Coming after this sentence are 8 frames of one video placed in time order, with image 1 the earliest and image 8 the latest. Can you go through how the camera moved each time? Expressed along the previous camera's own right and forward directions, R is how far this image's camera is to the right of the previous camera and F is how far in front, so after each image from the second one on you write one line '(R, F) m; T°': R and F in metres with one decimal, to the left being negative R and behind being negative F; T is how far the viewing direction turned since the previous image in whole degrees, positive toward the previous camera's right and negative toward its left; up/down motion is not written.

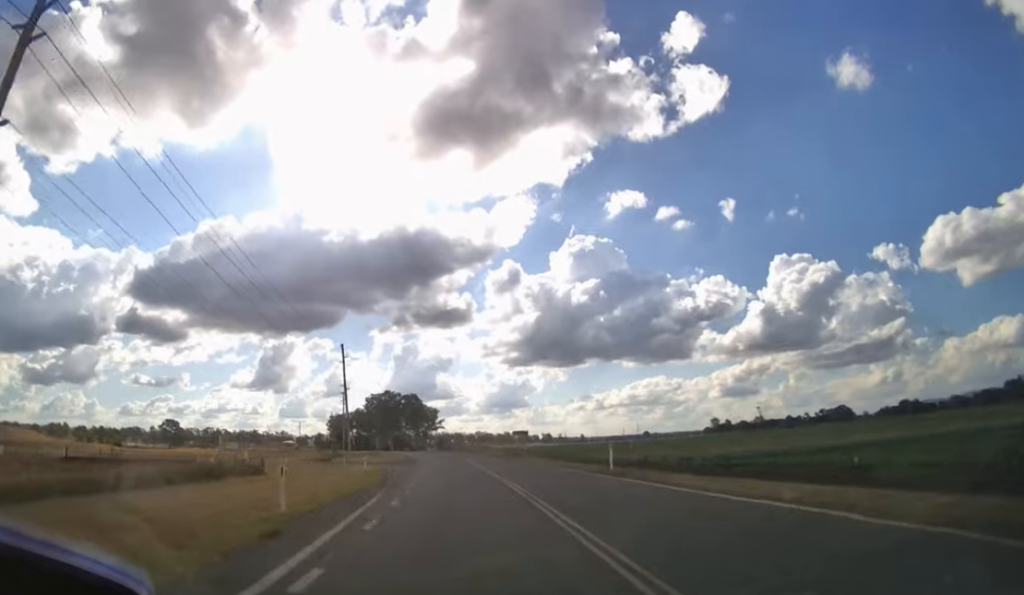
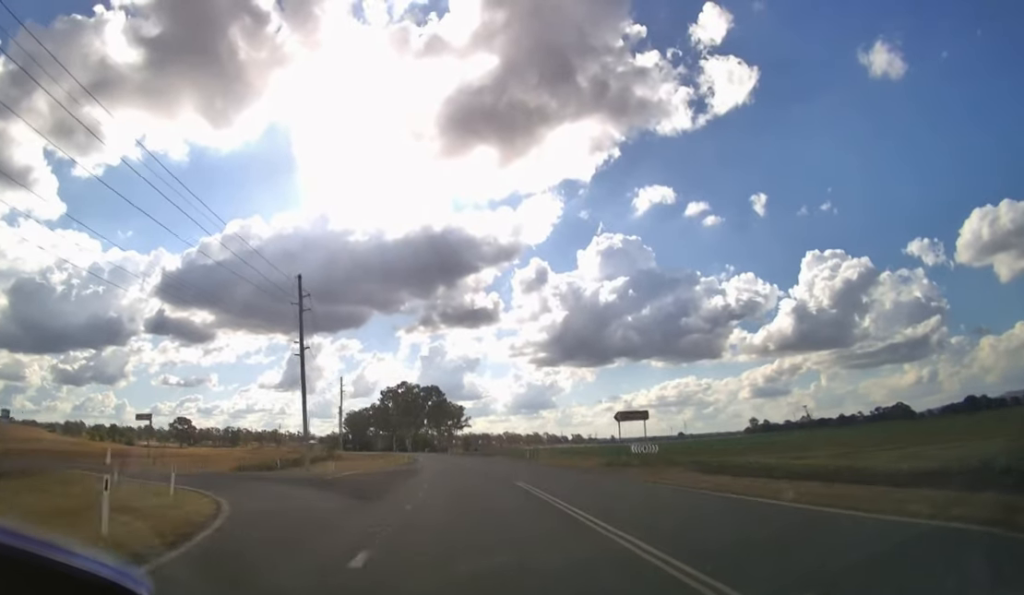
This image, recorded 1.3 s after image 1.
(-0.7, +24.8) m; -3°
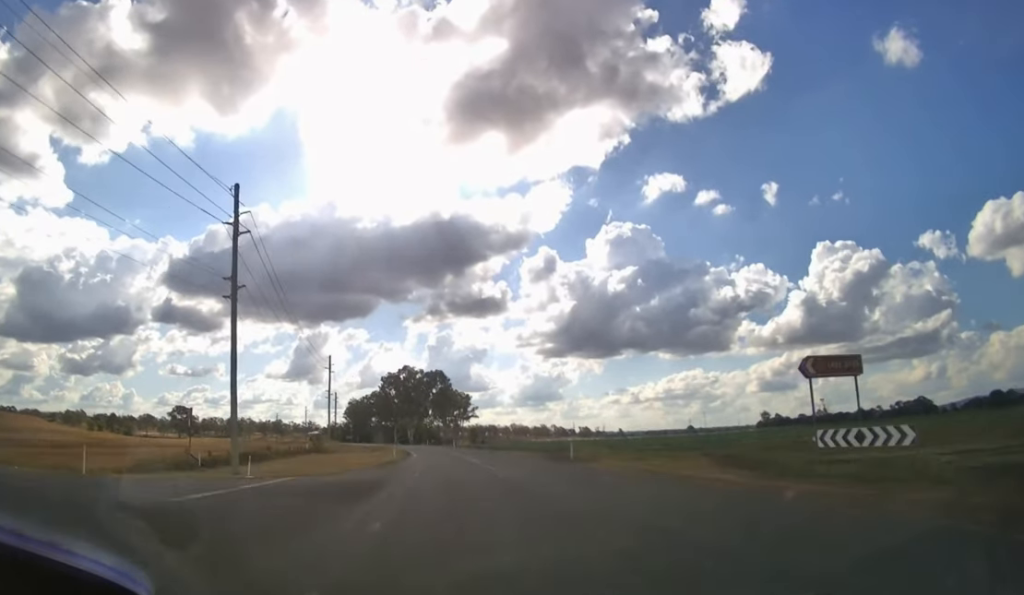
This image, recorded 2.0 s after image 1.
(-0.1, +13.8) m; -1°
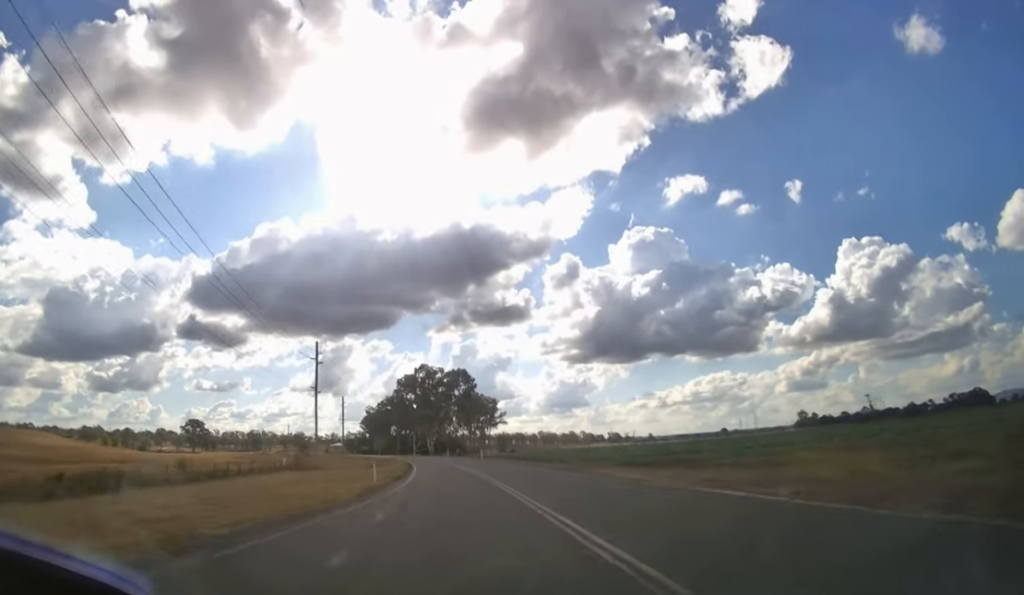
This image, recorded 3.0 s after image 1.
(-0.4, +22.1) m; -3°
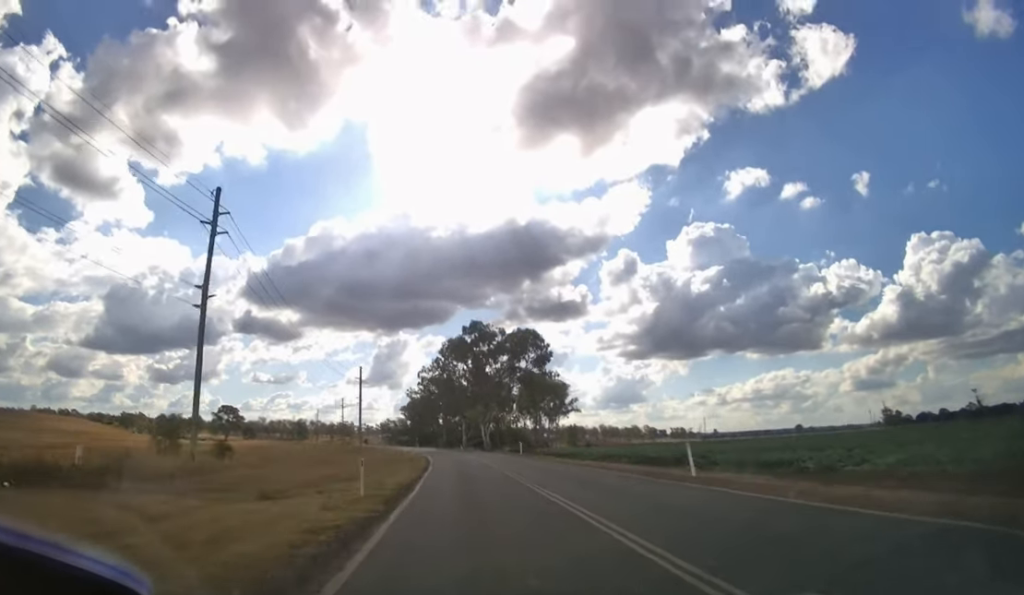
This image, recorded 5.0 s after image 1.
(-3.2, +49.2) m; -6°
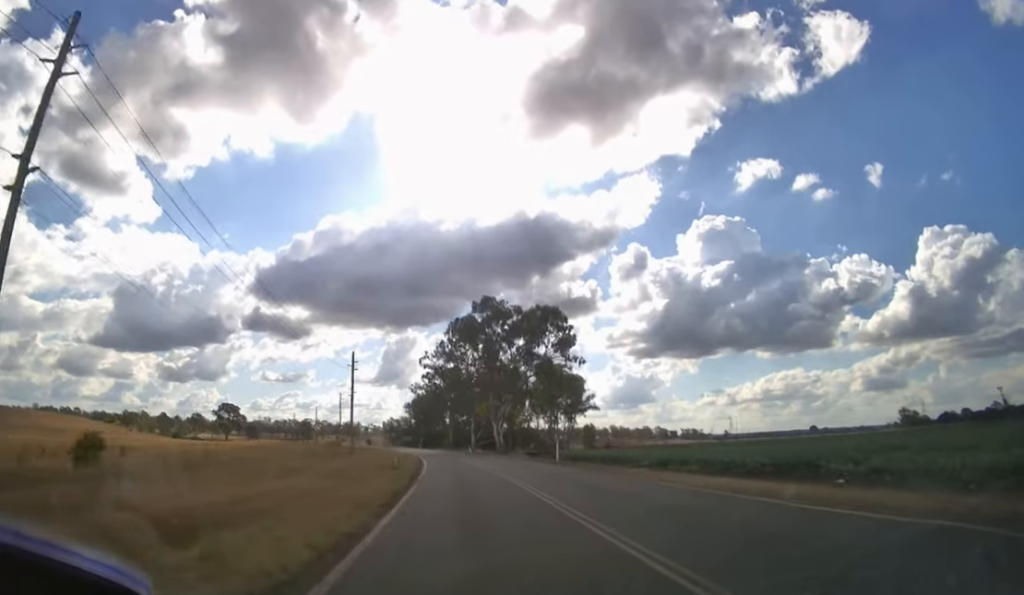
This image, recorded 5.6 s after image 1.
(-0.2, +15.4) m; -2°
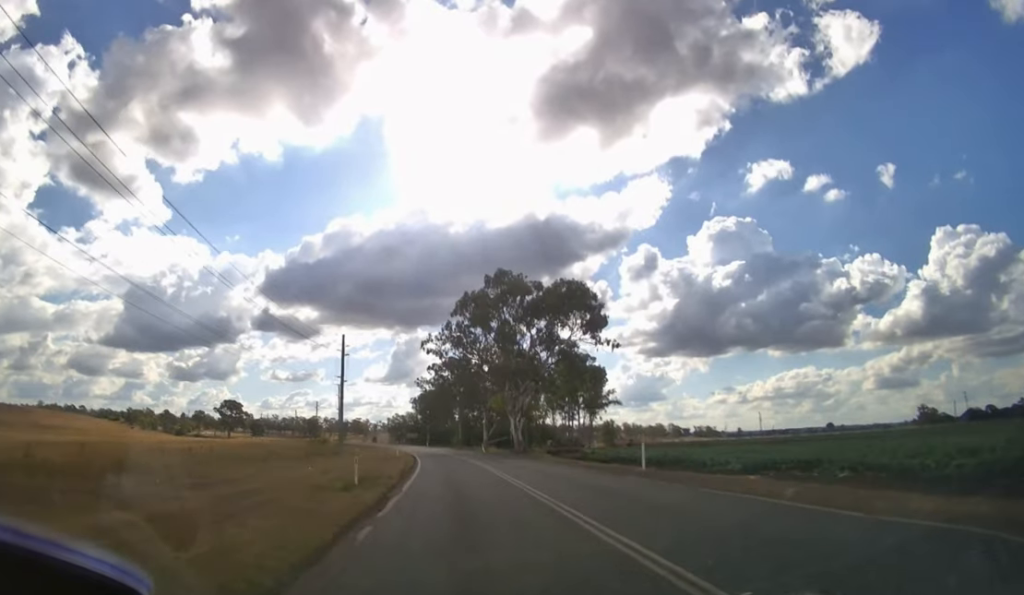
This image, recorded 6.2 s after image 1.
(-0.1, +14.2) m; -2°
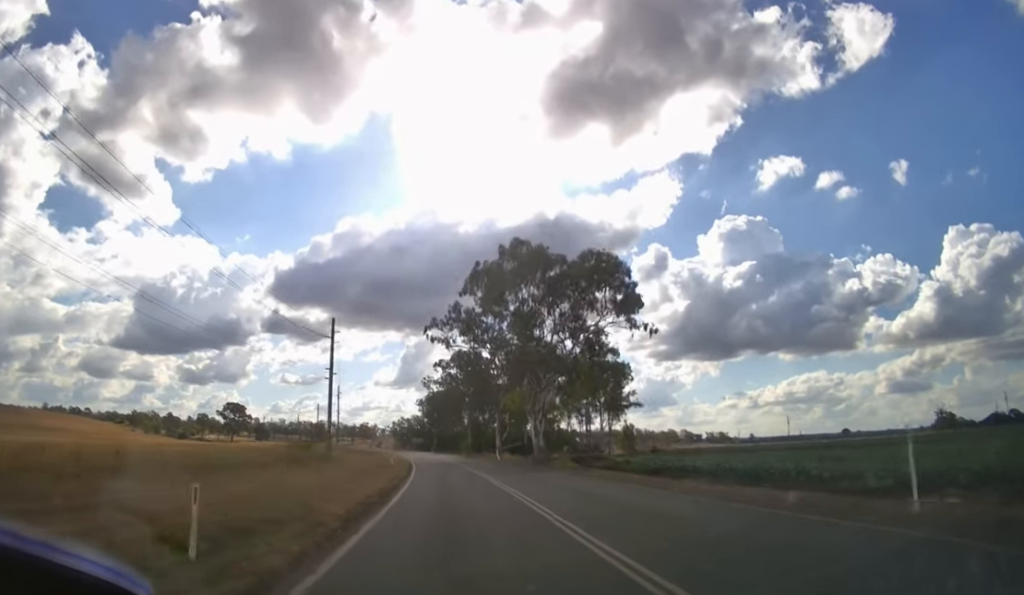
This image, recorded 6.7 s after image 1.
(-0.2, +10.7) m; -1°
